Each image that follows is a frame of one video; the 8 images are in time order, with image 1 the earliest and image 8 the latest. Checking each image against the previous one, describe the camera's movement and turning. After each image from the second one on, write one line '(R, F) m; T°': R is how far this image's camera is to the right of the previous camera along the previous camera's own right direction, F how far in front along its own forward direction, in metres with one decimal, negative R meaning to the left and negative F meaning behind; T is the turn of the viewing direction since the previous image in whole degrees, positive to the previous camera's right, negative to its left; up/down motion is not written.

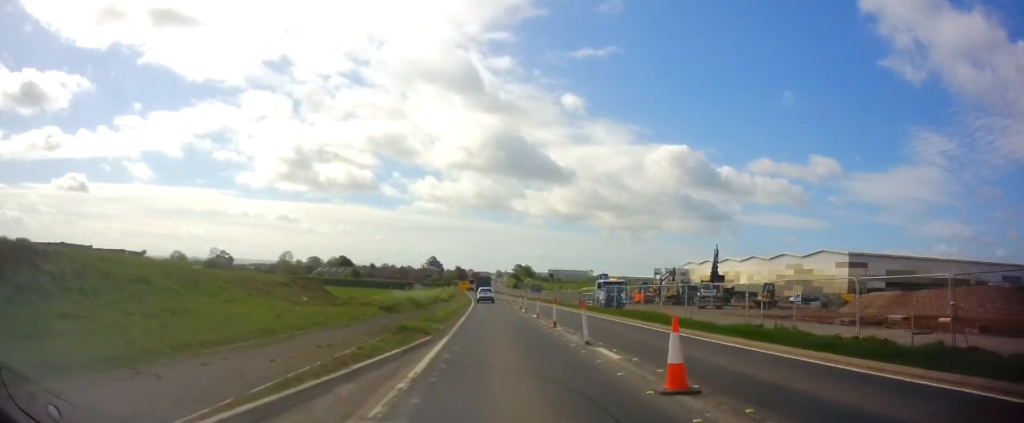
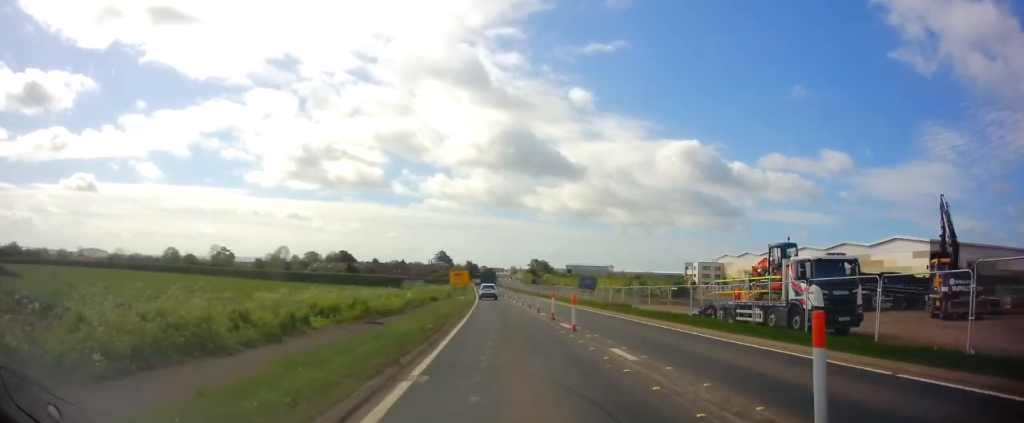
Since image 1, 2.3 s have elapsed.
(-0.7, +35.6) m; -2°
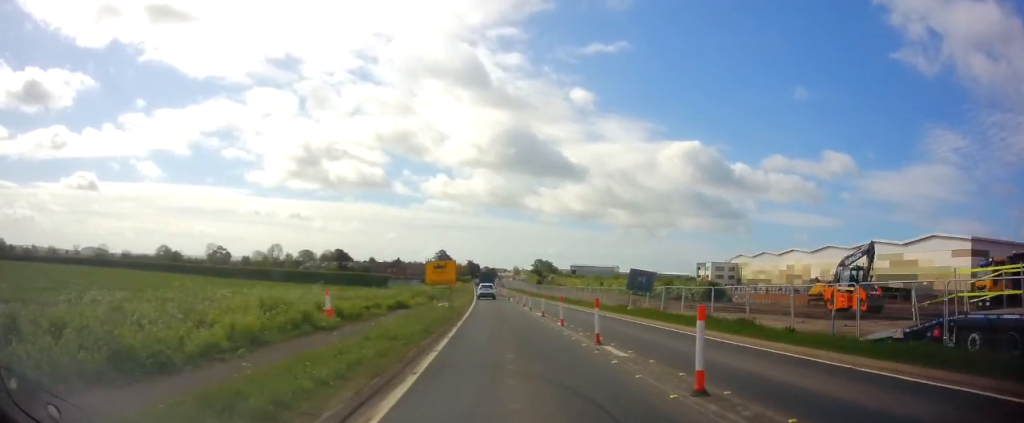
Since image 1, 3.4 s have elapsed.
(+0.1, +16.8) m; -1°
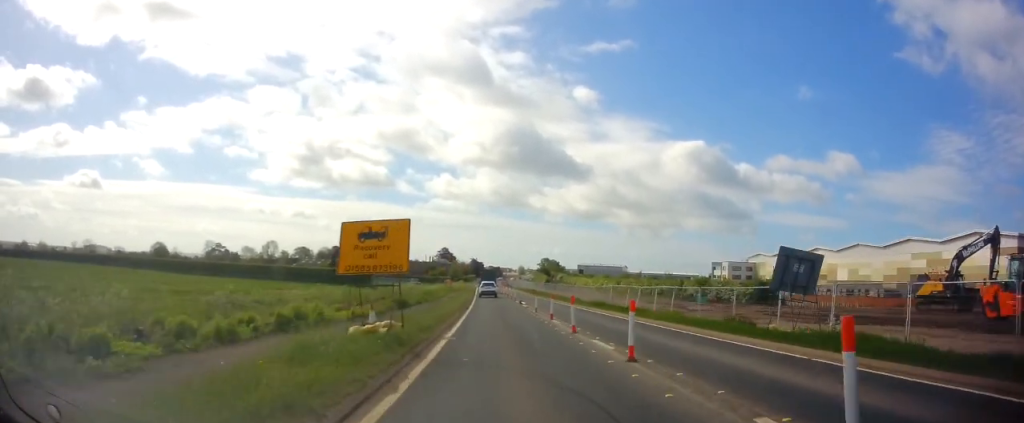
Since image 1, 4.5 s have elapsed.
(-0.3, +16.1) m; 0°
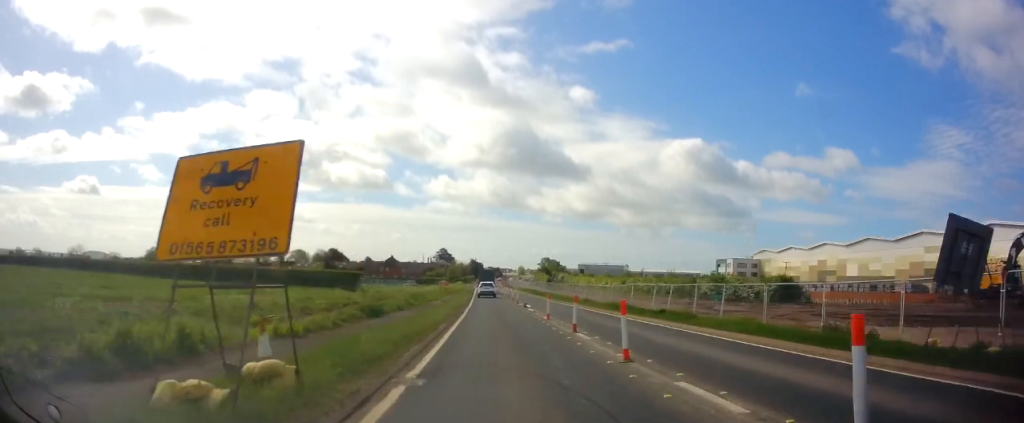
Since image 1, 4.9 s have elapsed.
(+0.1, +6.7) m; 0°
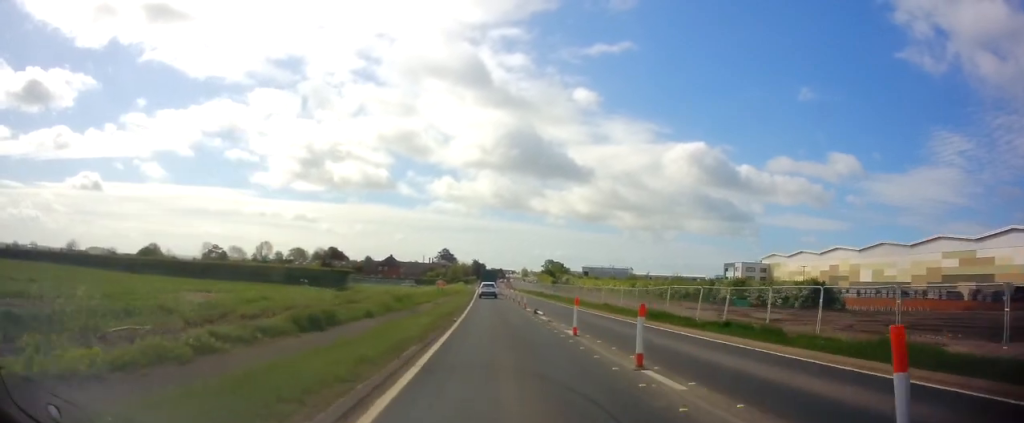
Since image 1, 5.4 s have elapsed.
(+0.1, +7.2) m; 0°
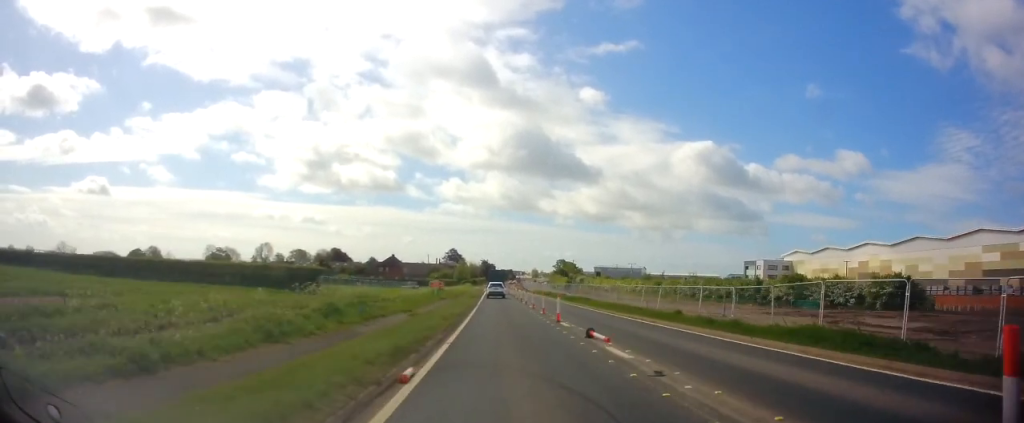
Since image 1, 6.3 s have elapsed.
(-0.1, +13.8) m; -2°
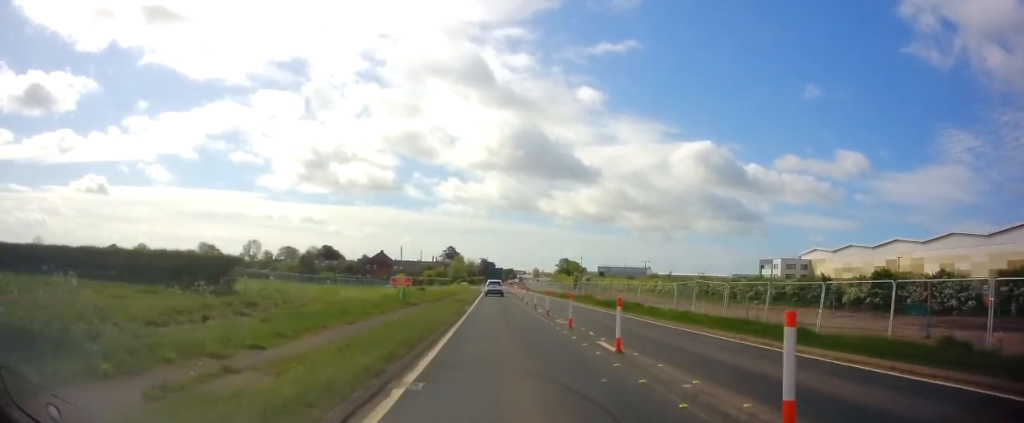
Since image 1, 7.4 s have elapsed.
(-0.5, +17.0) m; -1°
